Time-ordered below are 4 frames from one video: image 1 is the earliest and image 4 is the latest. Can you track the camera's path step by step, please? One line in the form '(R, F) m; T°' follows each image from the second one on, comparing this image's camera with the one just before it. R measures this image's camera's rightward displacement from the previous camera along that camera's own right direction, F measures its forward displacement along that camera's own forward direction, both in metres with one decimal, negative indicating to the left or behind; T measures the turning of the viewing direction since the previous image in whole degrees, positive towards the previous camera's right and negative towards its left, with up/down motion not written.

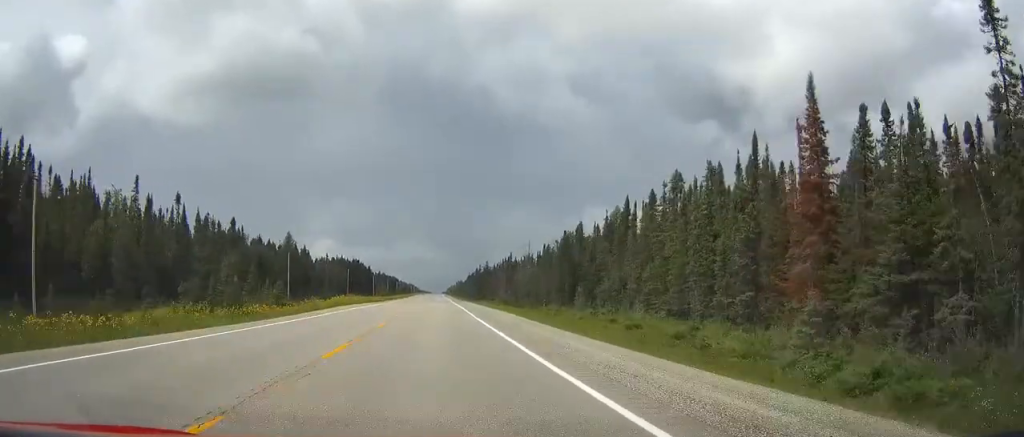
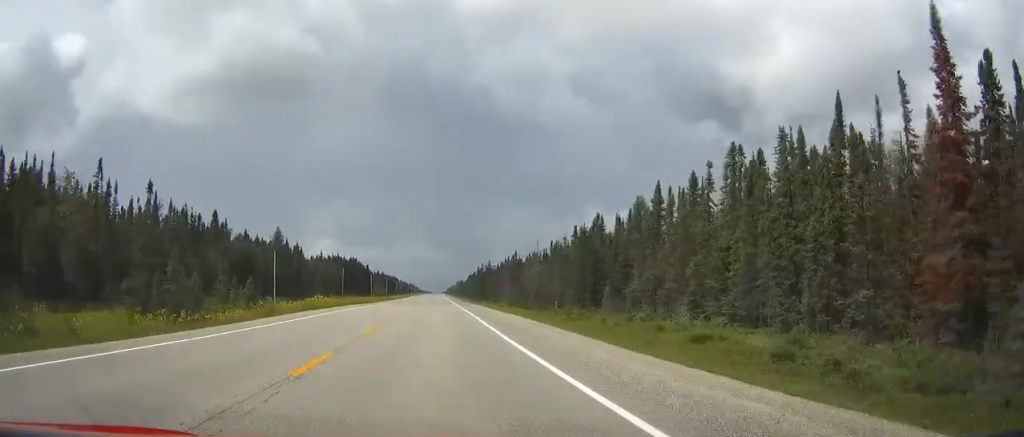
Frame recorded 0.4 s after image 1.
(-0.1, +11.8) m; 0°
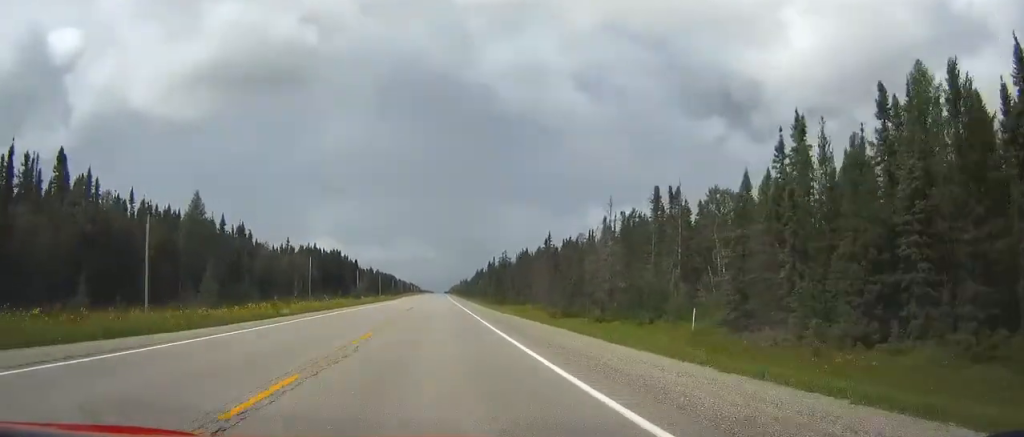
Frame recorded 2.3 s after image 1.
(-0.3, +57.1) m; -1°
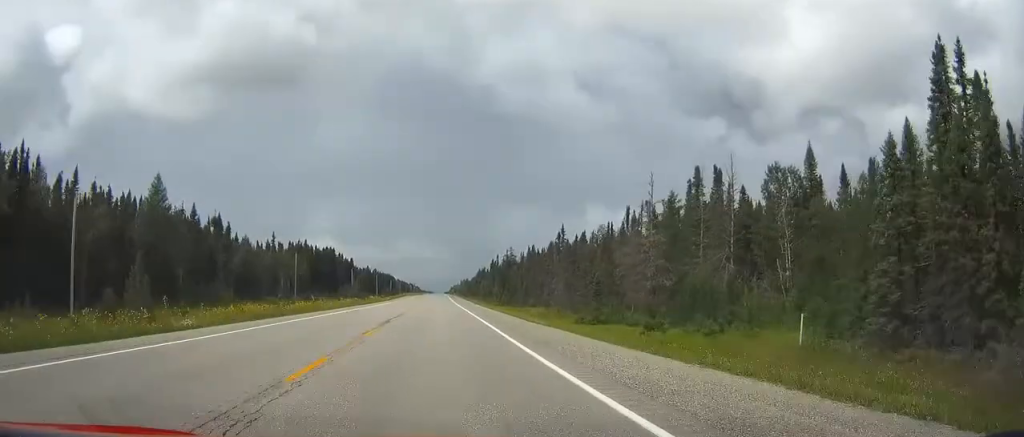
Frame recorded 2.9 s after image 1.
(0.0, +15.7) m; 0°
